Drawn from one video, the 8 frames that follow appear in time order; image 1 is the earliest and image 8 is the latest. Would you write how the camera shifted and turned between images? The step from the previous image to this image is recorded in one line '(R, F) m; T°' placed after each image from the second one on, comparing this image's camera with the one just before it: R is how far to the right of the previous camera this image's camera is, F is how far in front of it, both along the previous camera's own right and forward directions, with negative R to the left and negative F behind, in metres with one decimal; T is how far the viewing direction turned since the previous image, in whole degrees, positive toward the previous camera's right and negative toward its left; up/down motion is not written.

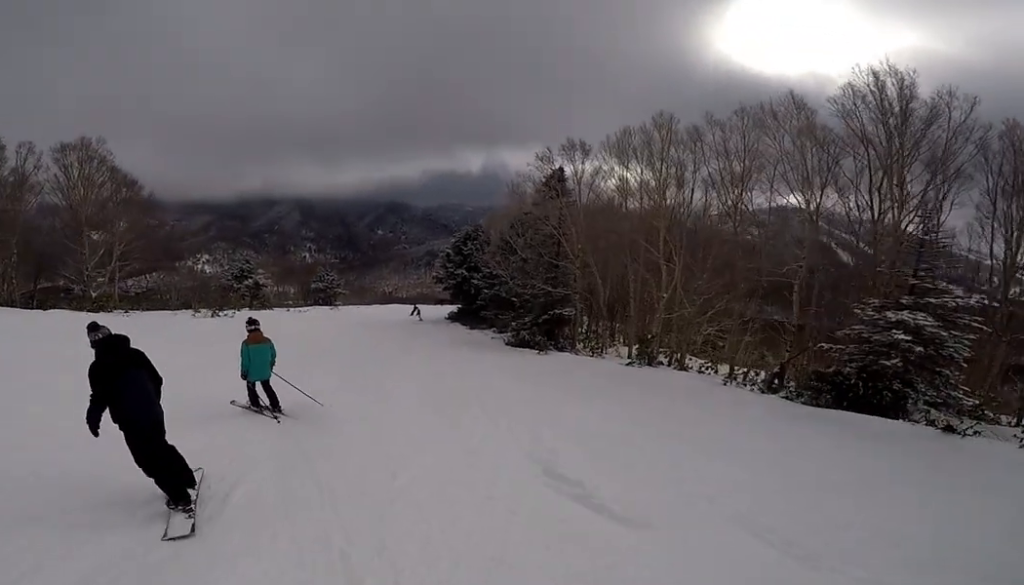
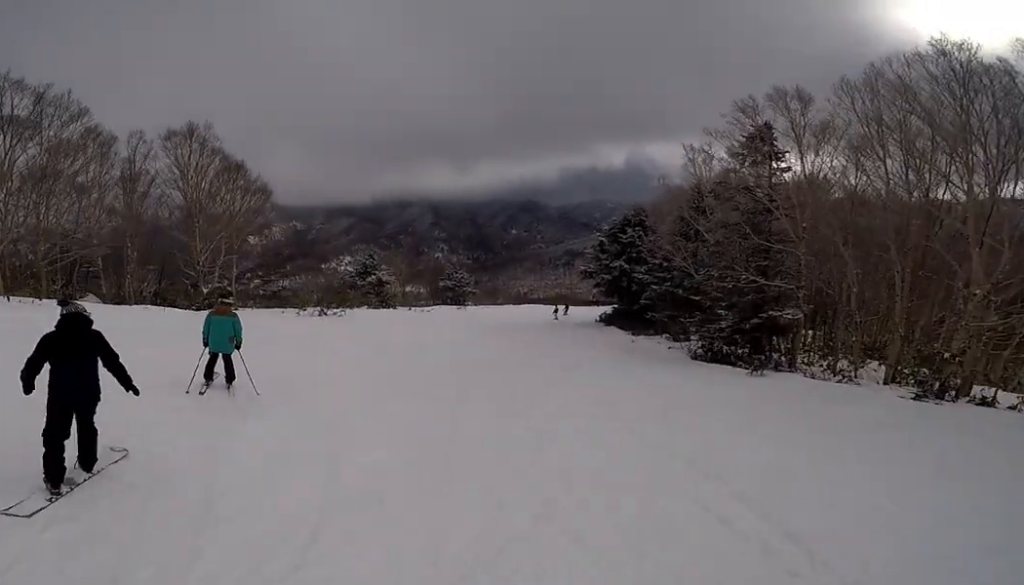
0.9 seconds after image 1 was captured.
(0.0, +5.3) m; -4°
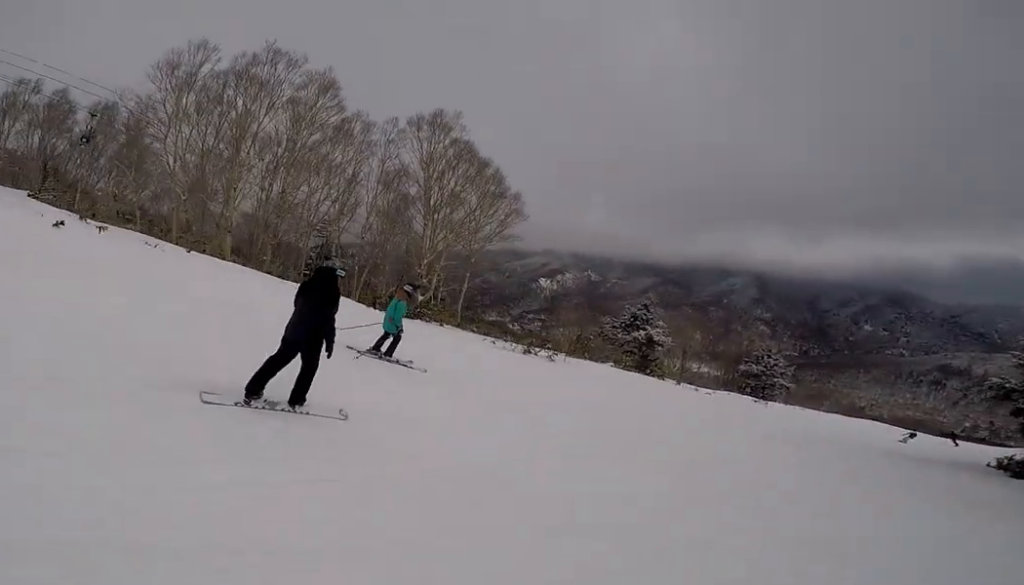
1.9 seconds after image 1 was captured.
(-0.3, +6.6) m; -2°
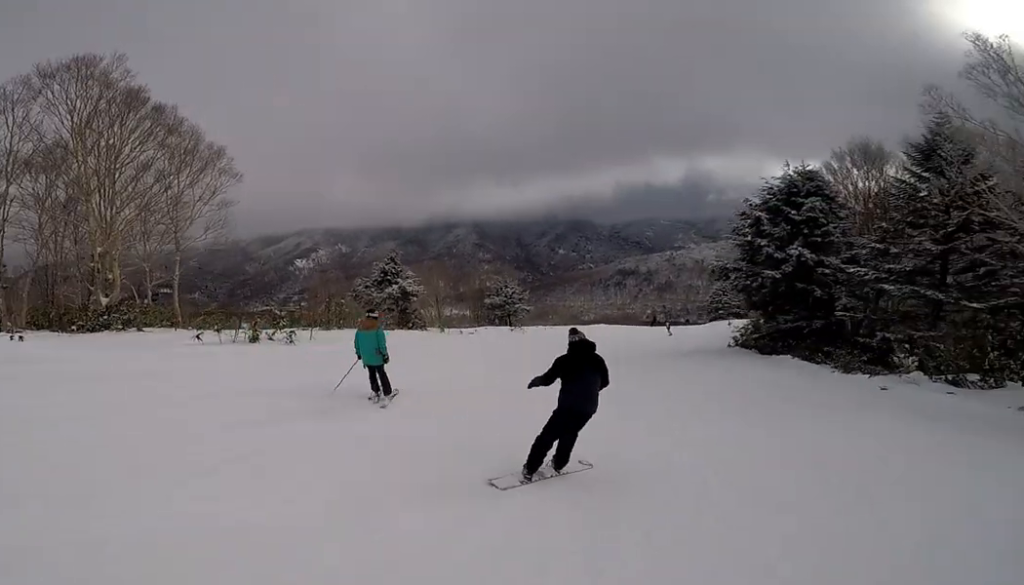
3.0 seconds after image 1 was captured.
(0.0, +6.5) m; -6°
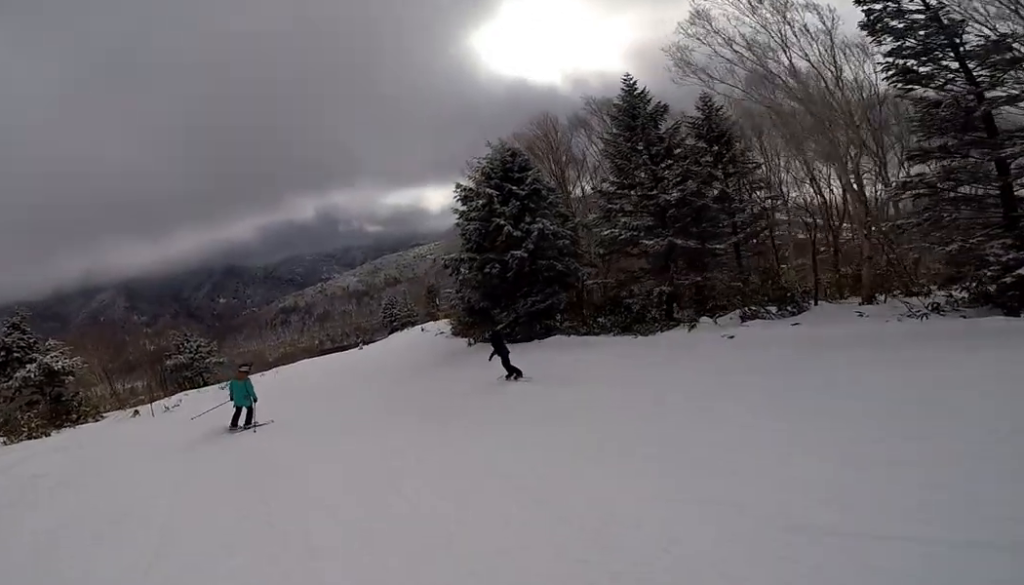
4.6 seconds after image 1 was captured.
(+0.5, +9.3) m; +28°
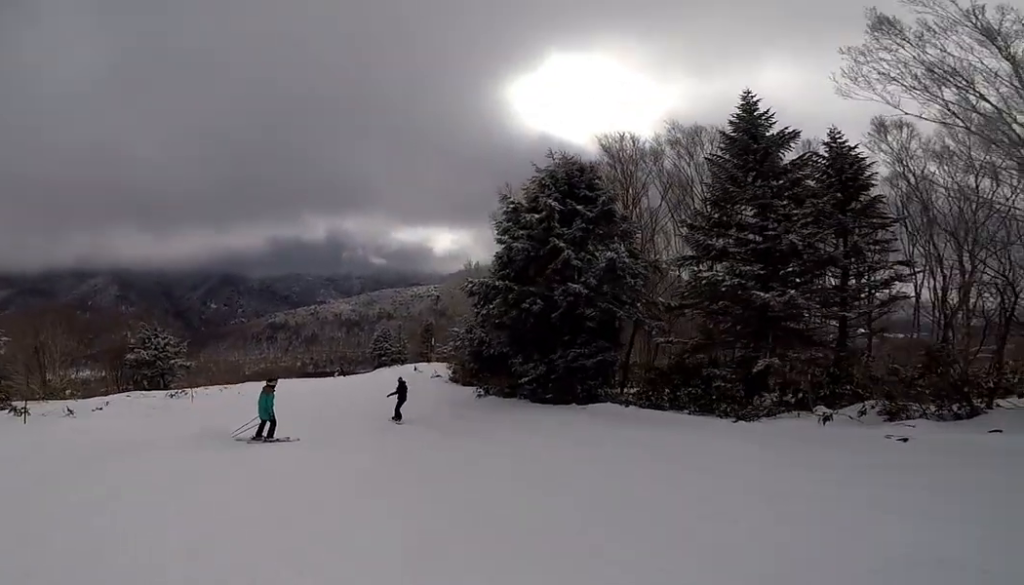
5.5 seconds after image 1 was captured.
(+1.4, +5.4) m; +9°
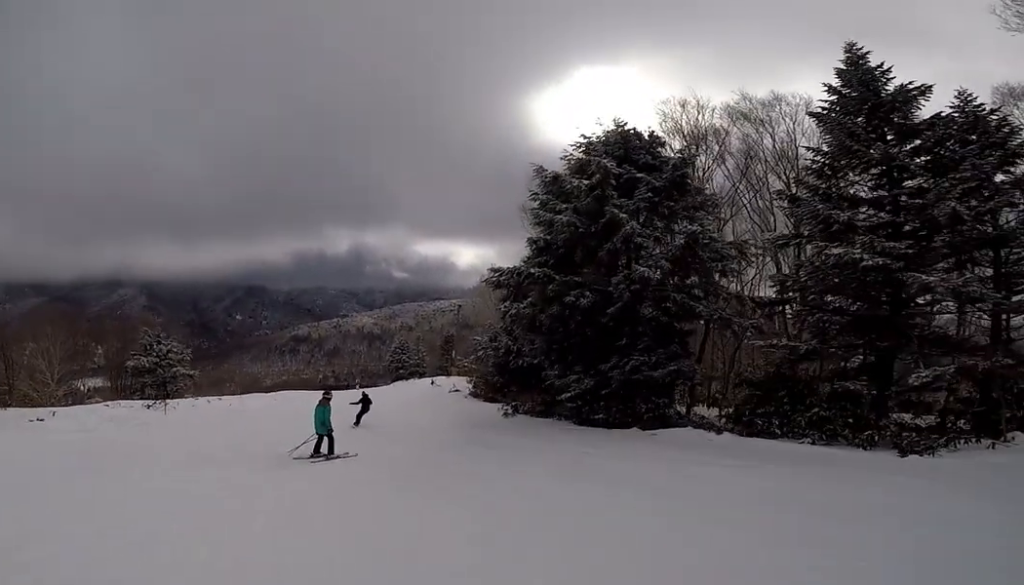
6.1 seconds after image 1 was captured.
(0.0, +4.4) m; -4°
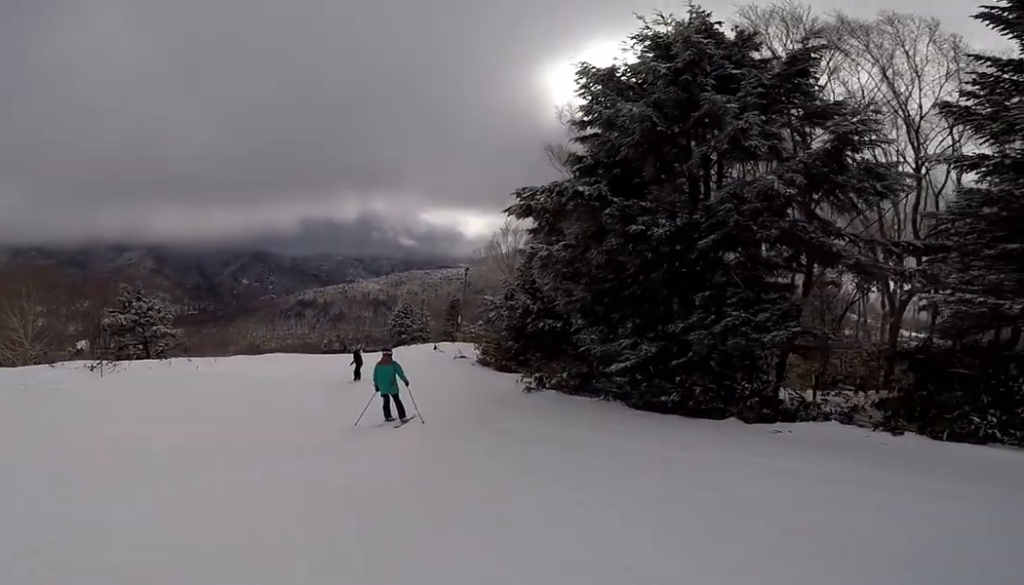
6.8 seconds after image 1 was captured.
(-0.2, +4.5) m; -9°
